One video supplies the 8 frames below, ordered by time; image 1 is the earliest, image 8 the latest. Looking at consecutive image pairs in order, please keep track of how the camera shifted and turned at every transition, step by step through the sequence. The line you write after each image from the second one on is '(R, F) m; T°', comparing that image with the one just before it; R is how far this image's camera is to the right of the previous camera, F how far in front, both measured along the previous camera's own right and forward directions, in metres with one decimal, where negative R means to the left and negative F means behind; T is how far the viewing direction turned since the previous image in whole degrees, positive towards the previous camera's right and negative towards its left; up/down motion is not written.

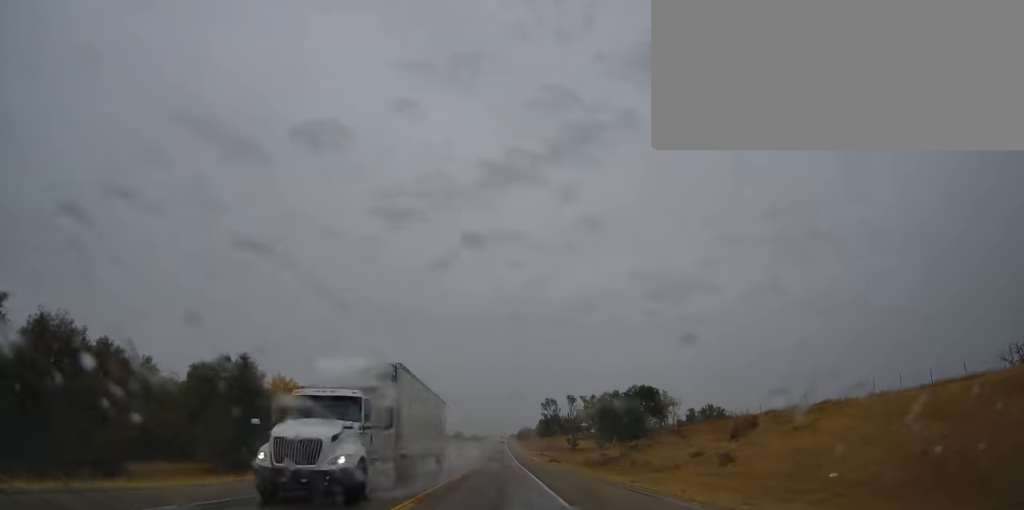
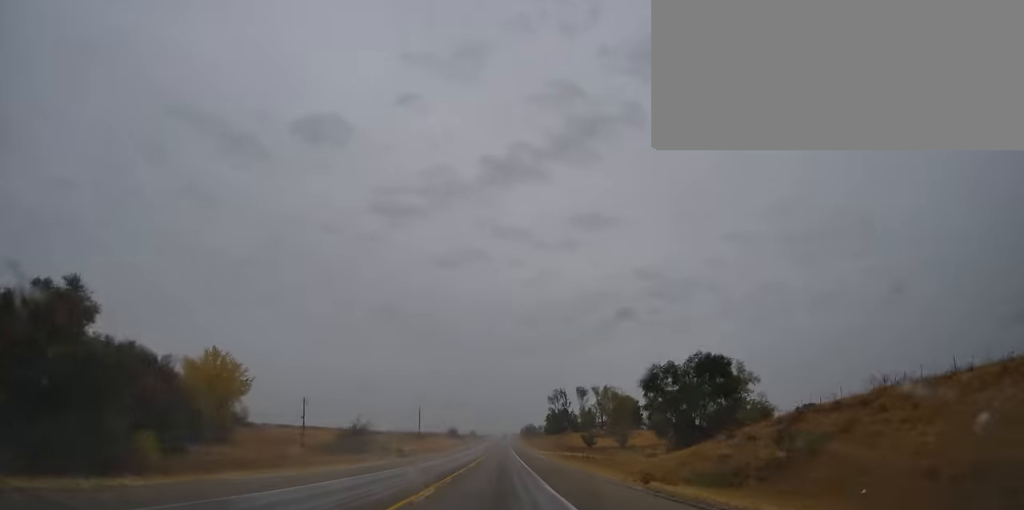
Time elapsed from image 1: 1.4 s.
(+0.1, +41.9) m; 0°
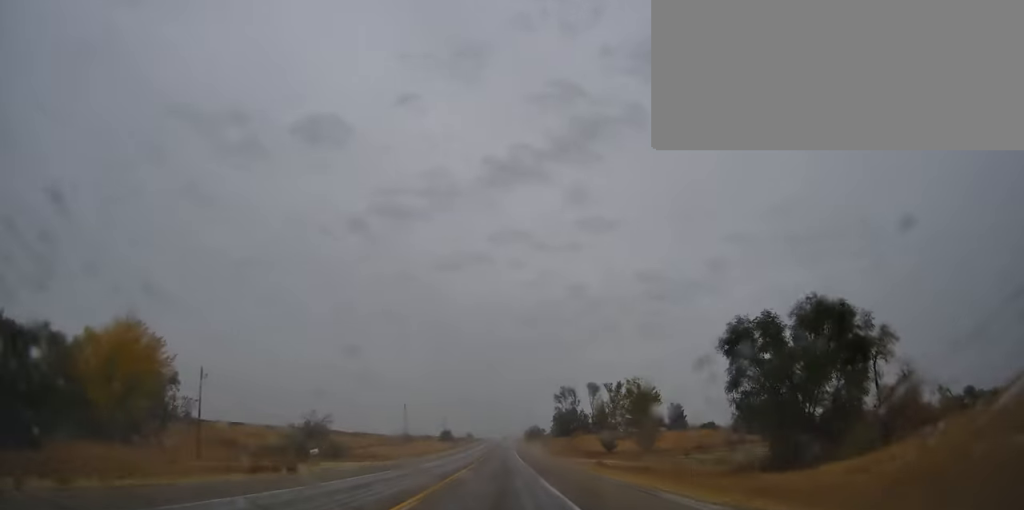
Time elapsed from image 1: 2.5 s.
(+0.5, +34.0) m; 0°
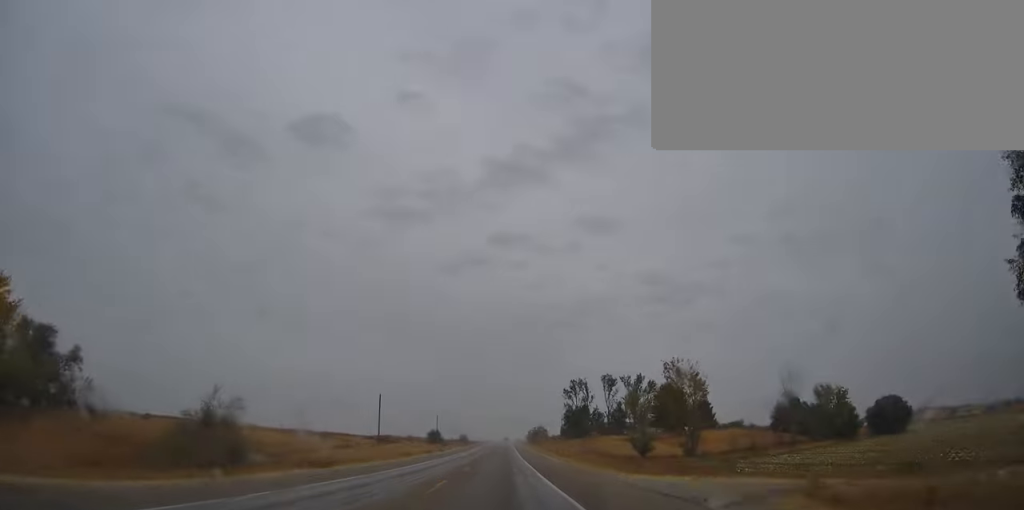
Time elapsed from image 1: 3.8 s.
(-0.5, +38.0) m; 0°
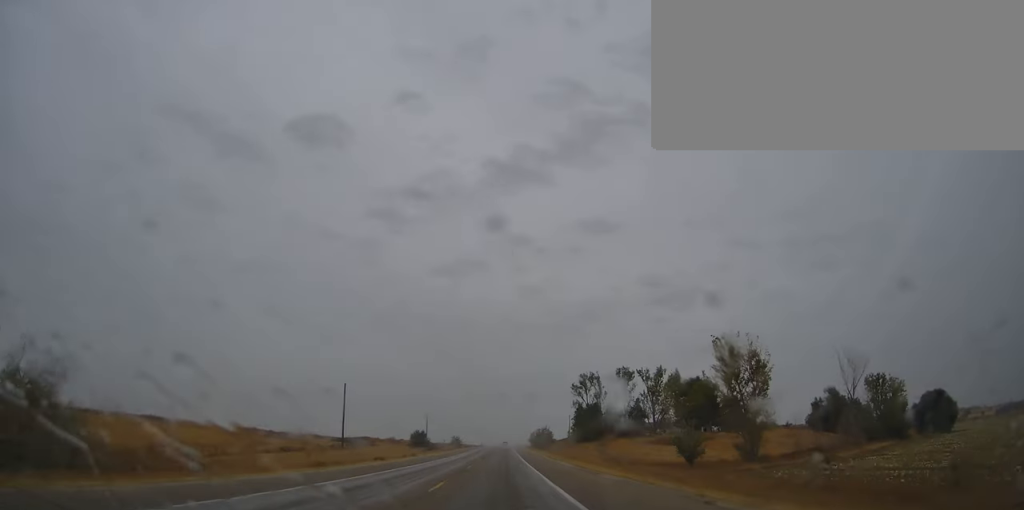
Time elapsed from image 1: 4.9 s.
(-0.2, +32.1) m; 0°
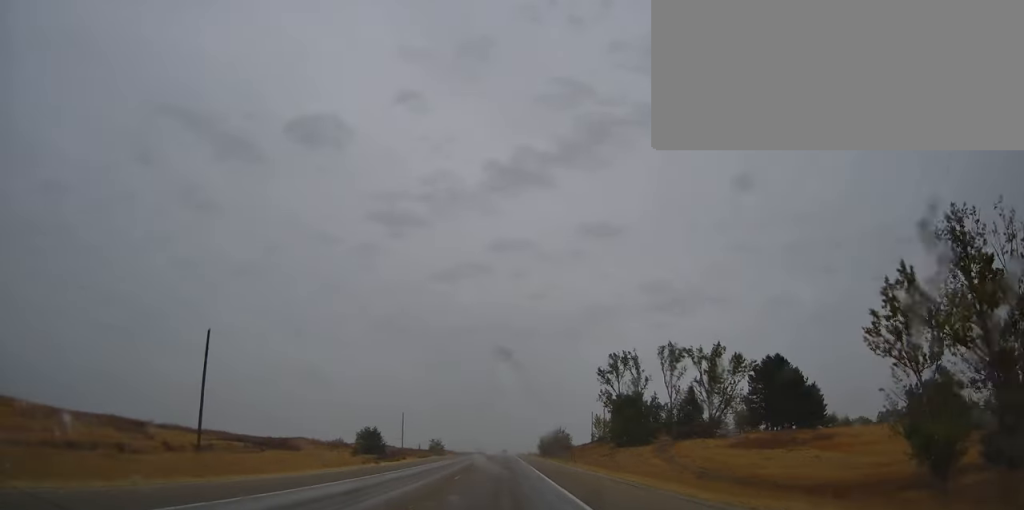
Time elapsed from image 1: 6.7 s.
(+0.3, +55.9) m; +1°
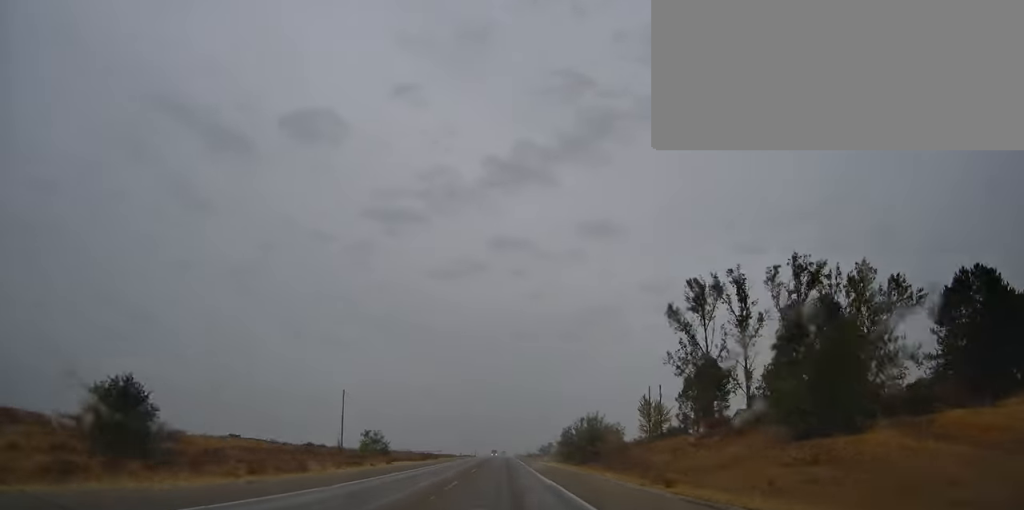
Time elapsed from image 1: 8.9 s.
(+0.4, +65.3) m; 0°
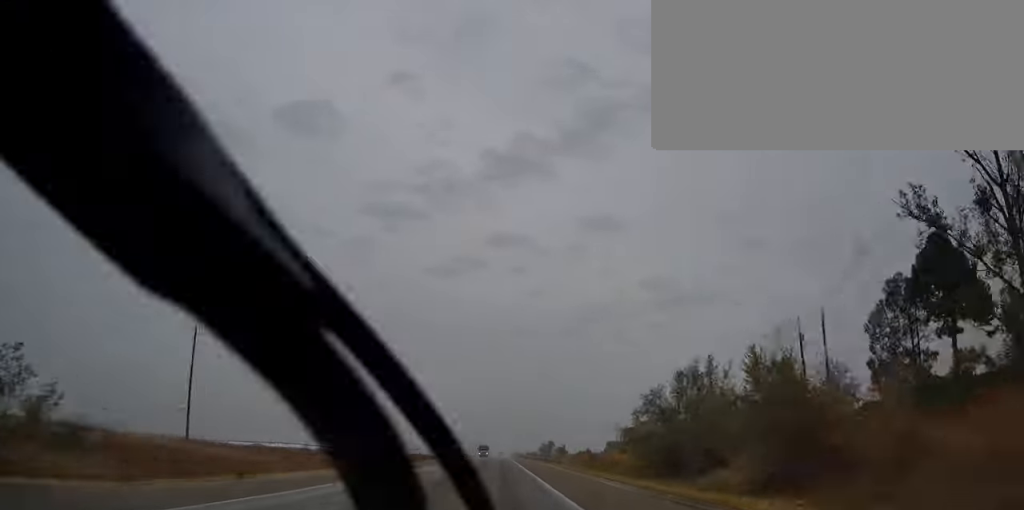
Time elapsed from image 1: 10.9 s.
(-0.1, +56.7) m; -1°
